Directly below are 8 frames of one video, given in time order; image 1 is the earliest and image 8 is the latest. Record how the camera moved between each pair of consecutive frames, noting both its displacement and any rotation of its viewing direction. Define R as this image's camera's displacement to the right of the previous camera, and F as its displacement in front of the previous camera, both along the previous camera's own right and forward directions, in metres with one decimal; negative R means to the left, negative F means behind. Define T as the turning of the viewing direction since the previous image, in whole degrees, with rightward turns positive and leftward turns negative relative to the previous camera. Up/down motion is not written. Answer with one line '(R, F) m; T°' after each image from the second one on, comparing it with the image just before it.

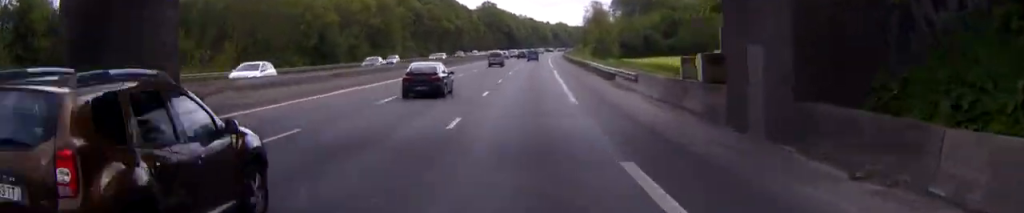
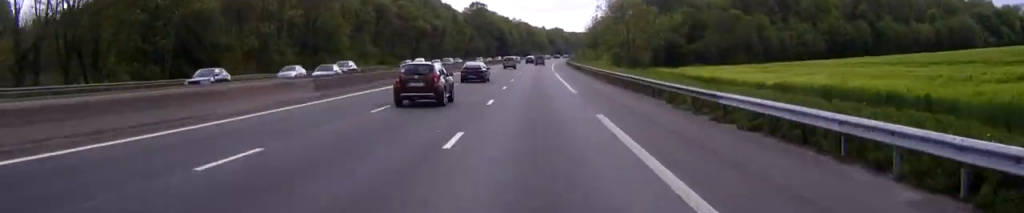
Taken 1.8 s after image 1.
(-0.1, +41.6) m; 0°
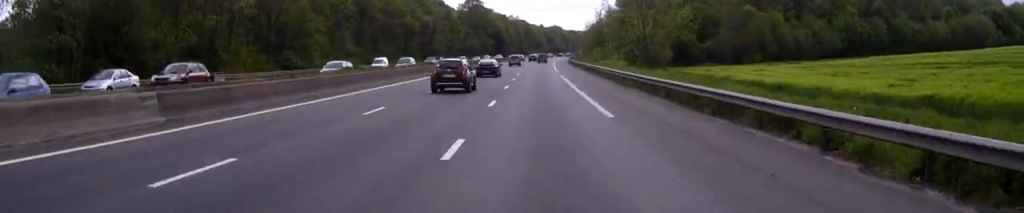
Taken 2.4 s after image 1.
(0.0, +14.6) m; 0°
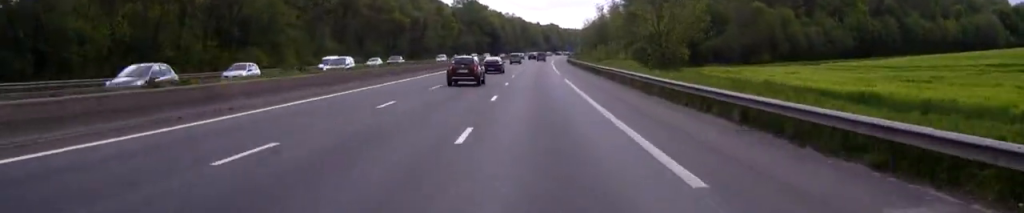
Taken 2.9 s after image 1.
(0.0, +10.8) m; 0°
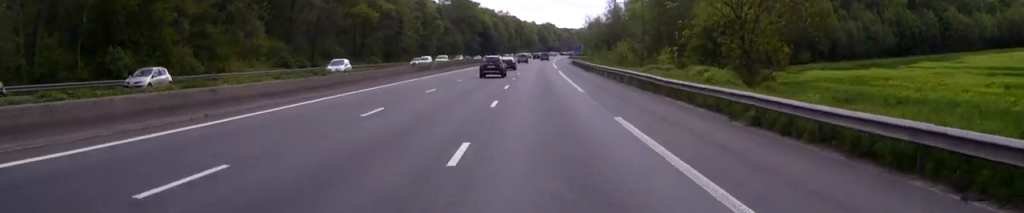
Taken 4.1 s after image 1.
(+0.2, +28.7) m; 0°
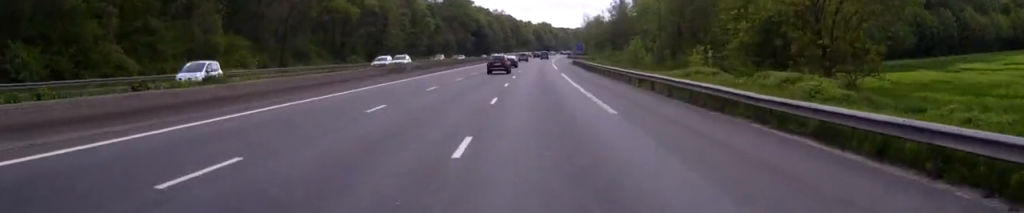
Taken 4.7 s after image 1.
(0.0, +12.4) m; 0°
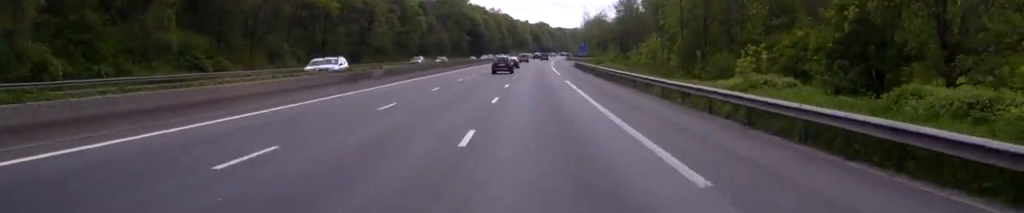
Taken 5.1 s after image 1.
(0.0, +10.7) m; 0°
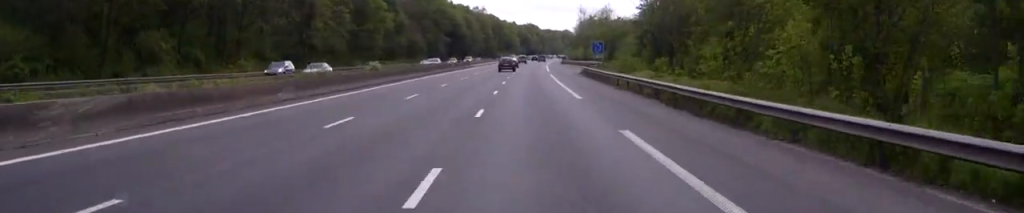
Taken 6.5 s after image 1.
(+0.3, +31.6) m; +2°
